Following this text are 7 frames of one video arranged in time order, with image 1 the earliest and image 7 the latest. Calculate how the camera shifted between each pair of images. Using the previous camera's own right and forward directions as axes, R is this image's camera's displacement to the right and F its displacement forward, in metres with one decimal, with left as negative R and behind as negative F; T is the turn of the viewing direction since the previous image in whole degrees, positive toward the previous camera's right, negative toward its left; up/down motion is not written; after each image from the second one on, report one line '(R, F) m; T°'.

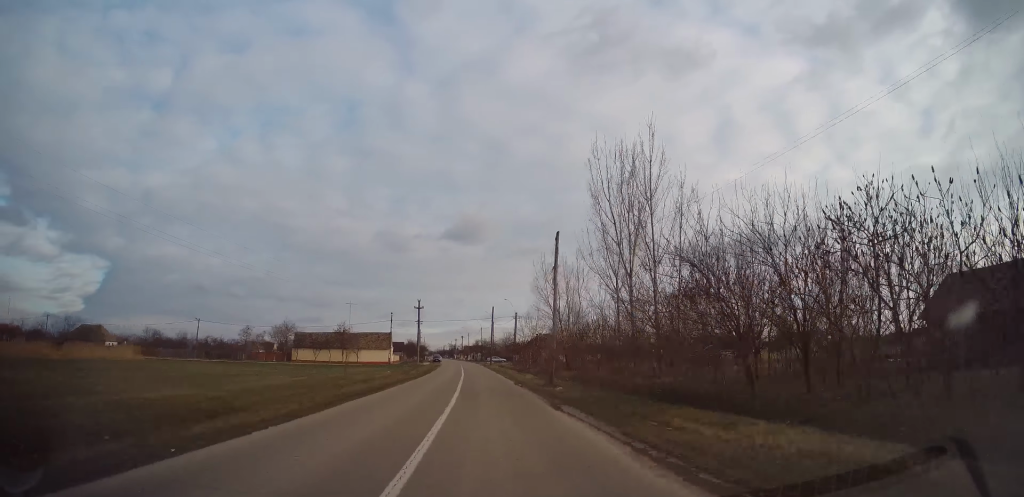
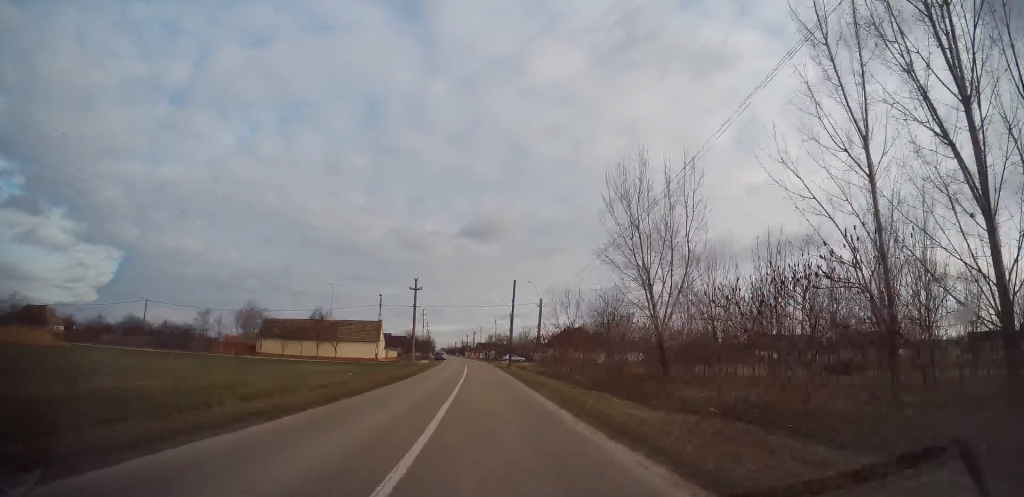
(-0.4, +23.6) m; -2°
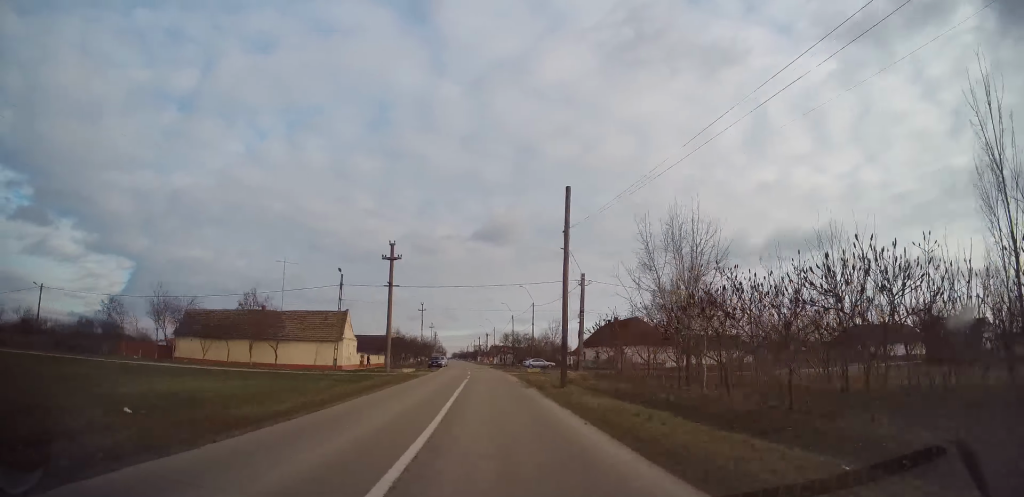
(-0.6, +28.1) m; -2°
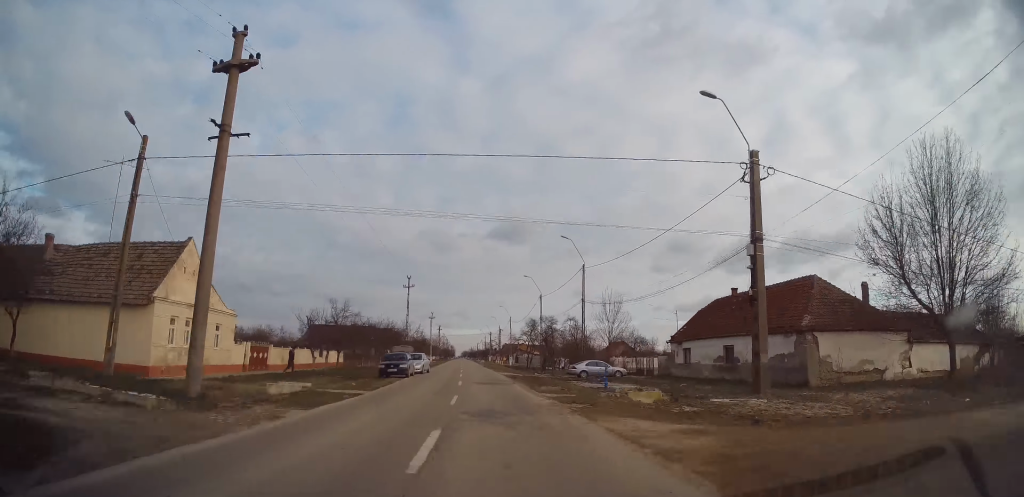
(-0.7, +35.0) m; -2°
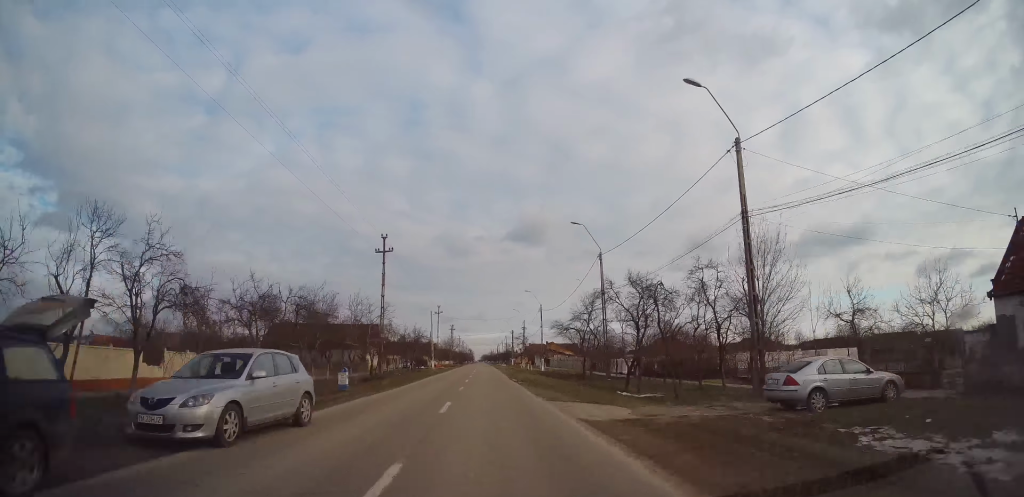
(-0.1, +29.6) m; -1°
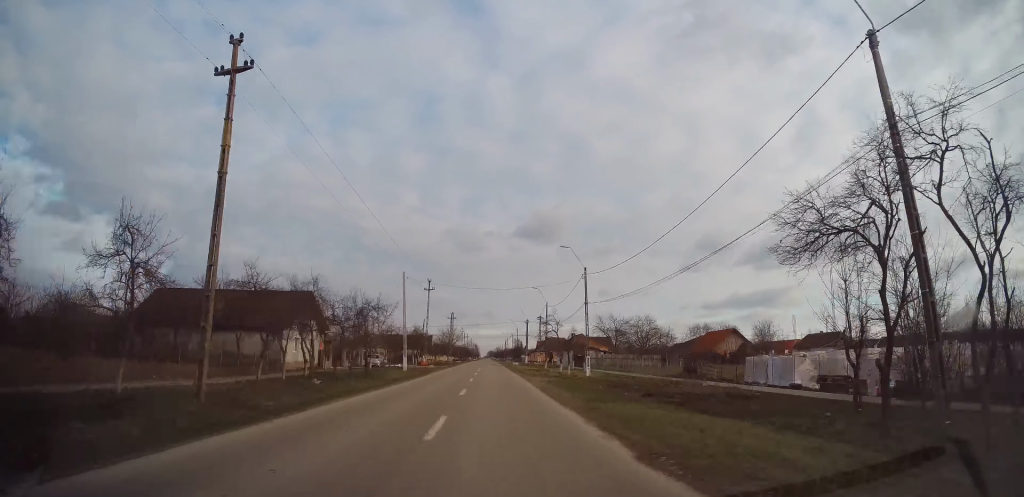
(-0.5, +30.8) m; -1°
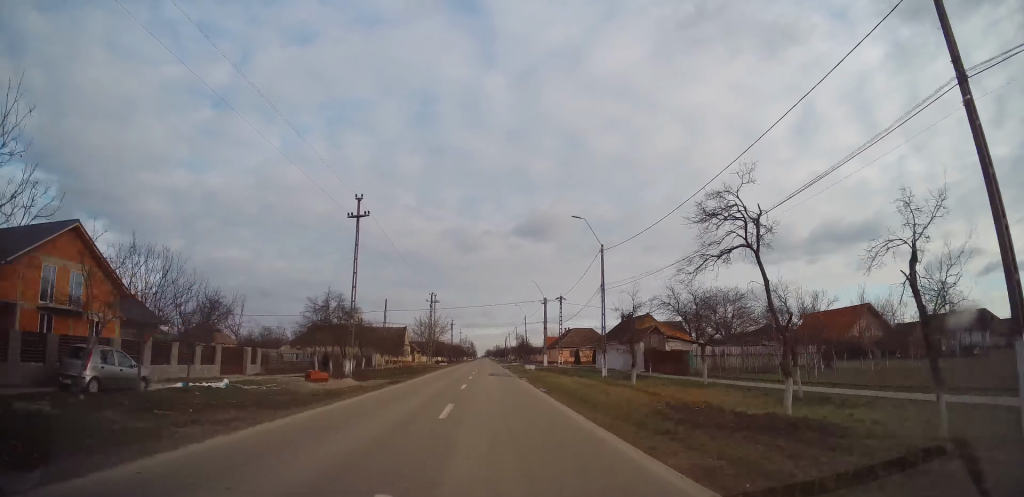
(+0.1, +43.1) m; +1°
